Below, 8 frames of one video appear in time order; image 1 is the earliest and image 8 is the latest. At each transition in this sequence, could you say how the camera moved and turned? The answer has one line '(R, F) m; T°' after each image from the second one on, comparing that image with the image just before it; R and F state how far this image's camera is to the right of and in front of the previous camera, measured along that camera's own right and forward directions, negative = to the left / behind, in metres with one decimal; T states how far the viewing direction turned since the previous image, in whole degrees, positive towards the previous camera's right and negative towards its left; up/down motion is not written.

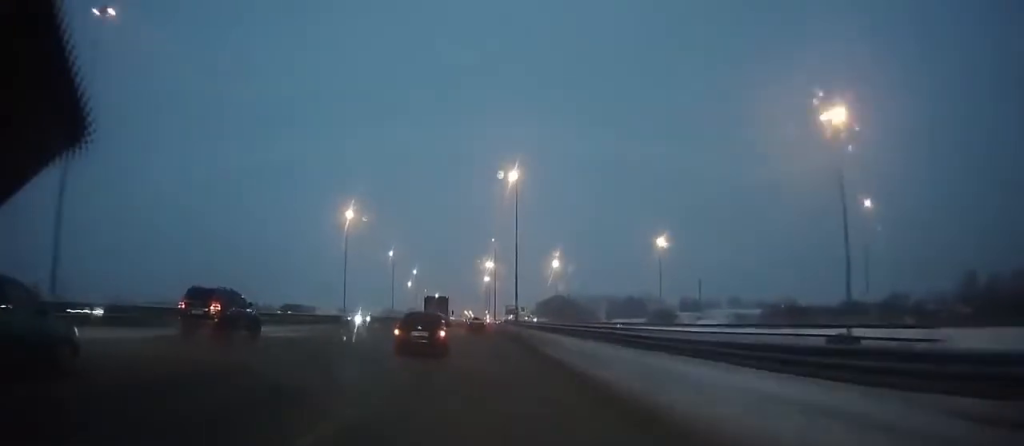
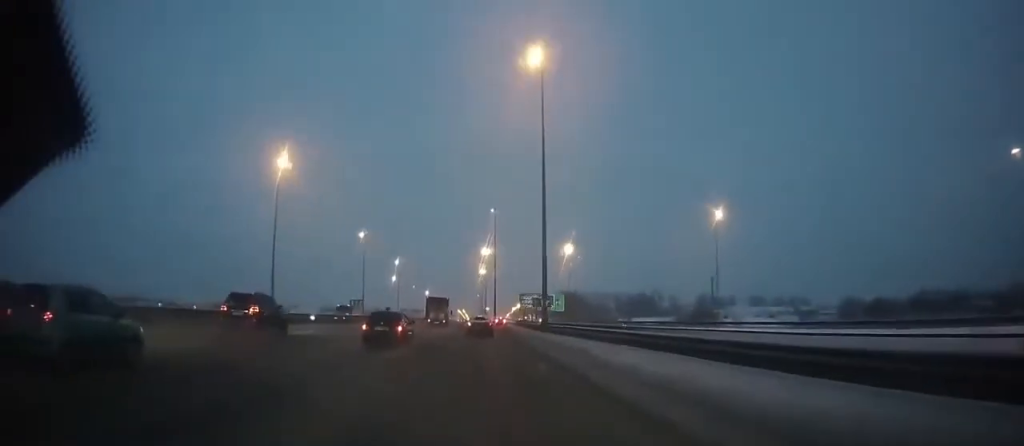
(+0.2, +59.4) m; 0°
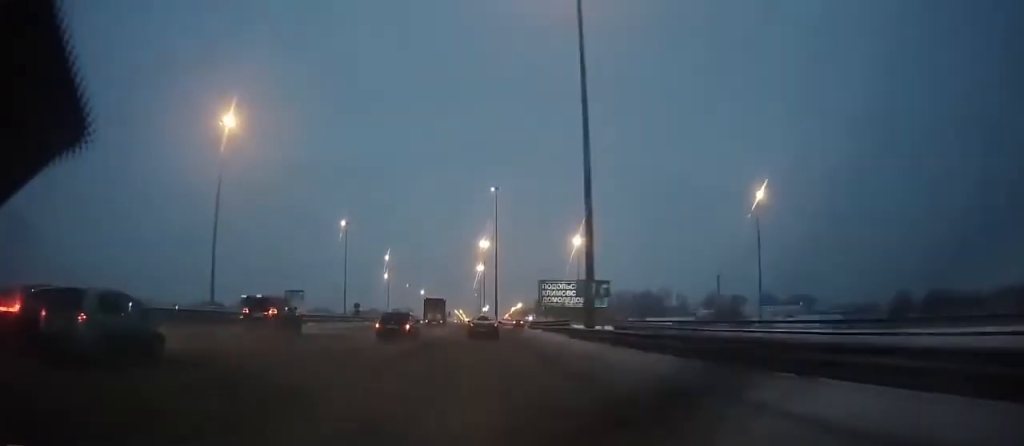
(+0.1, +26.7) m; 0°
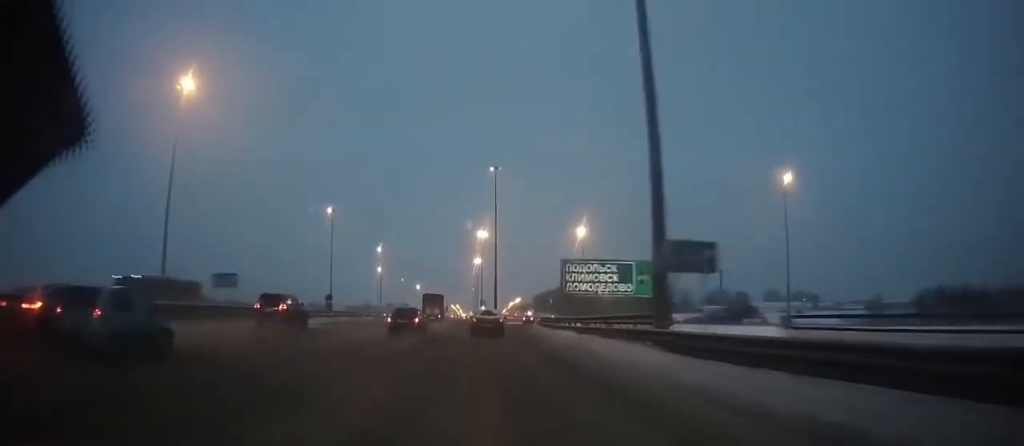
(0.0, +14.8) m; +1°
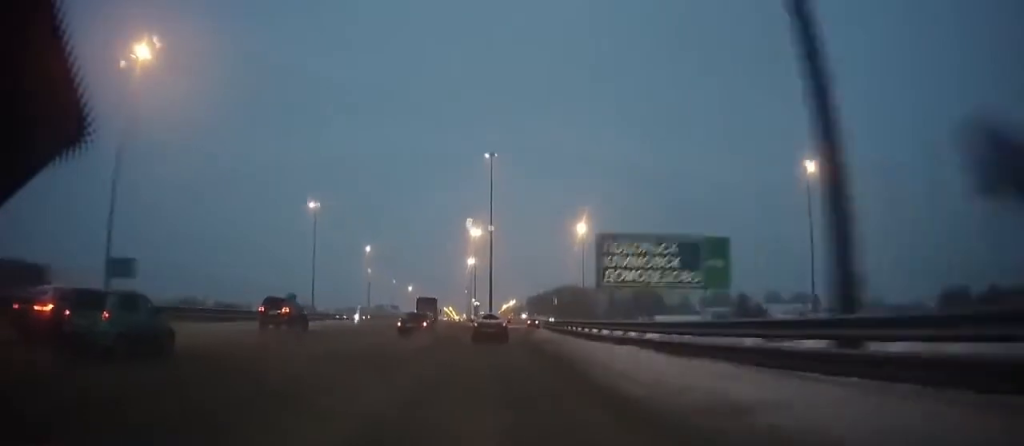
(0.0, +12.6) m; +1°
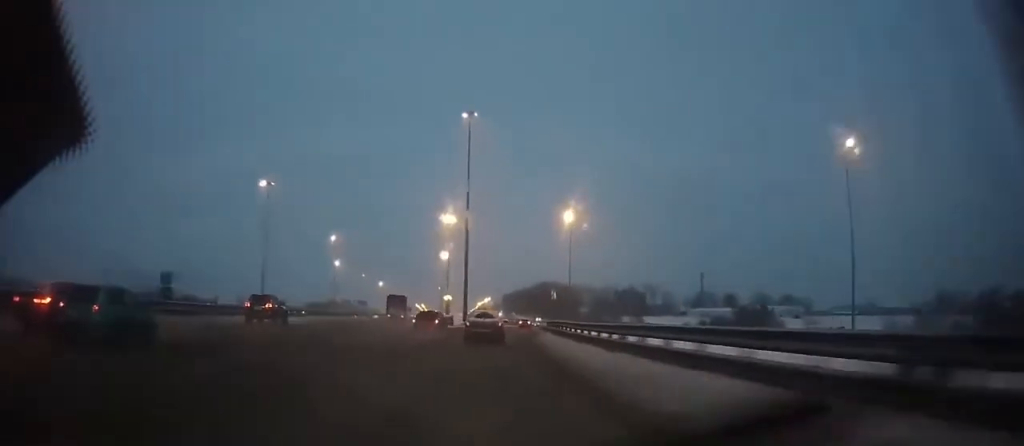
(+0.3, +21.7) m; +2°
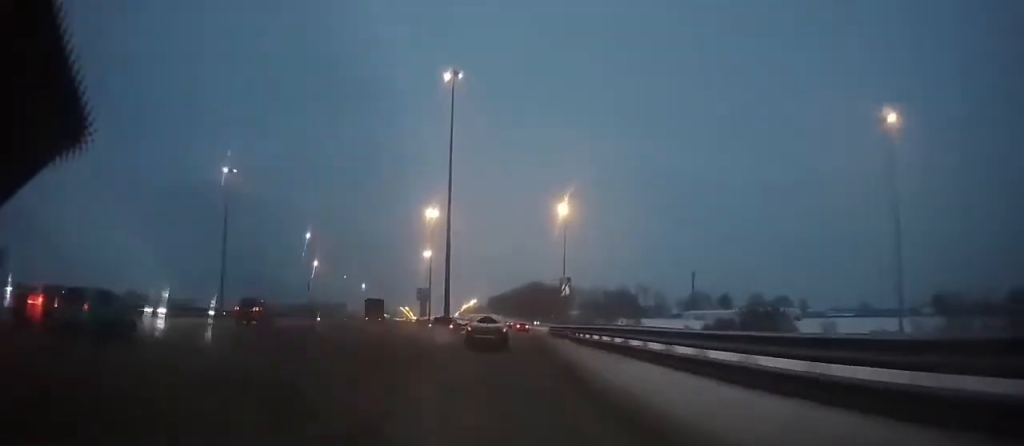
(+0.2, +16.3) m; +2°
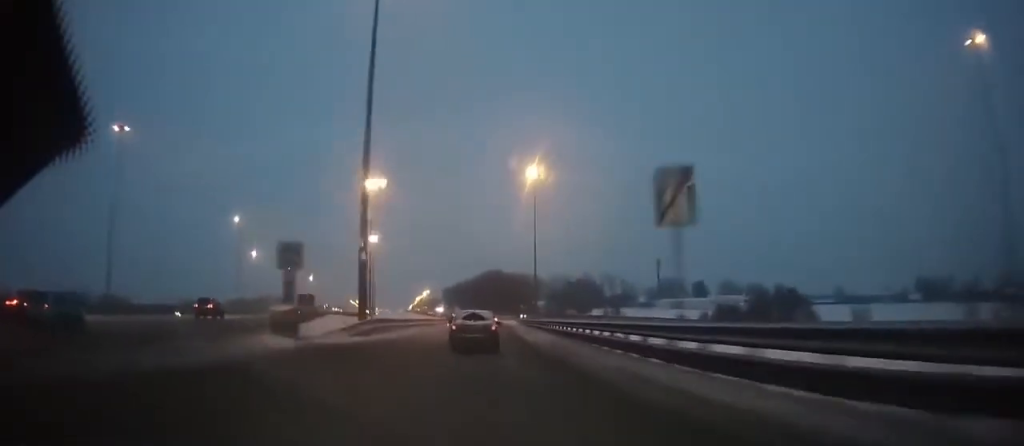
(+0.9, +30.7) m; +3°
